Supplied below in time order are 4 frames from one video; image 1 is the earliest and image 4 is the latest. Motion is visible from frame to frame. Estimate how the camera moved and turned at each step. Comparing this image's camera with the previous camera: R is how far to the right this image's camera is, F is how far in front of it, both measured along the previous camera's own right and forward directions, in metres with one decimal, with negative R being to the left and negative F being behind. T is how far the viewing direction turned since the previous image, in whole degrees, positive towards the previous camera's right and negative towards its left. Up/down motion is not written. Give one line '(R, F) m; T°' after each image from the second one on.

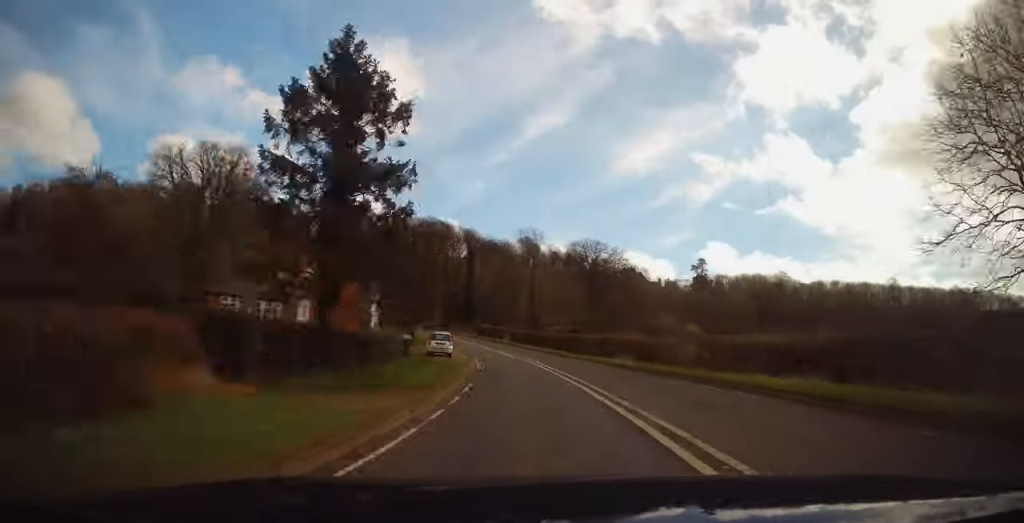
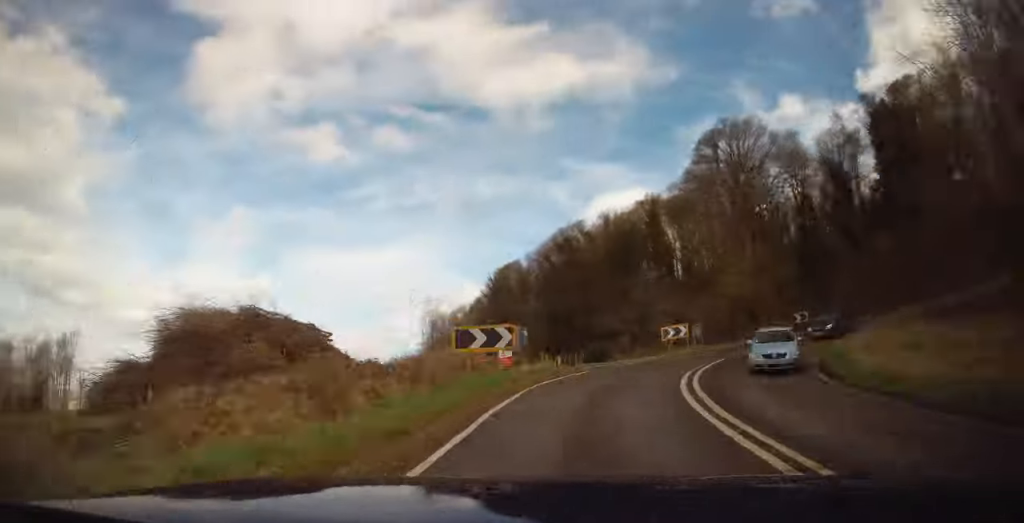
(-69.8, +119.6) m; -8°
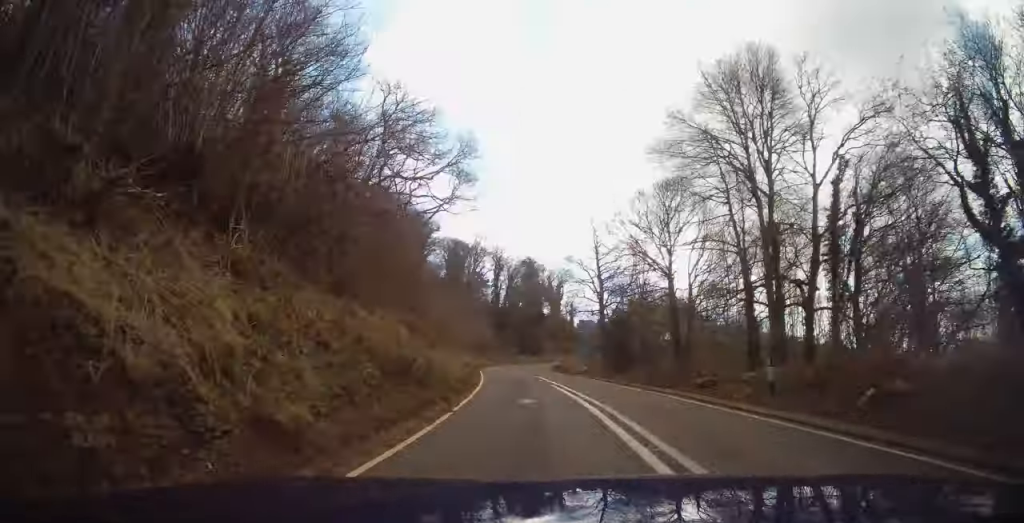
(+56.8, +63.8) m; +58°
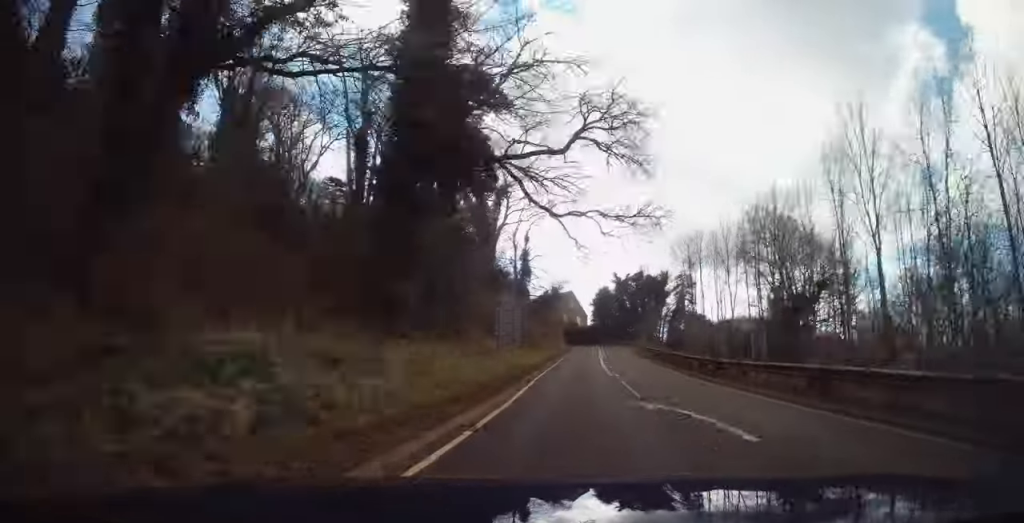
(+11.0, +82.2) m; +8°
